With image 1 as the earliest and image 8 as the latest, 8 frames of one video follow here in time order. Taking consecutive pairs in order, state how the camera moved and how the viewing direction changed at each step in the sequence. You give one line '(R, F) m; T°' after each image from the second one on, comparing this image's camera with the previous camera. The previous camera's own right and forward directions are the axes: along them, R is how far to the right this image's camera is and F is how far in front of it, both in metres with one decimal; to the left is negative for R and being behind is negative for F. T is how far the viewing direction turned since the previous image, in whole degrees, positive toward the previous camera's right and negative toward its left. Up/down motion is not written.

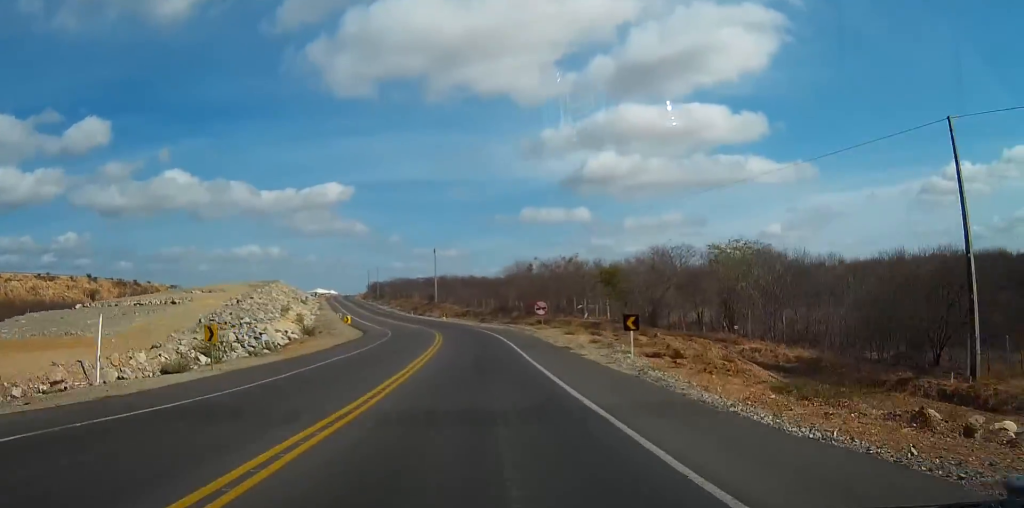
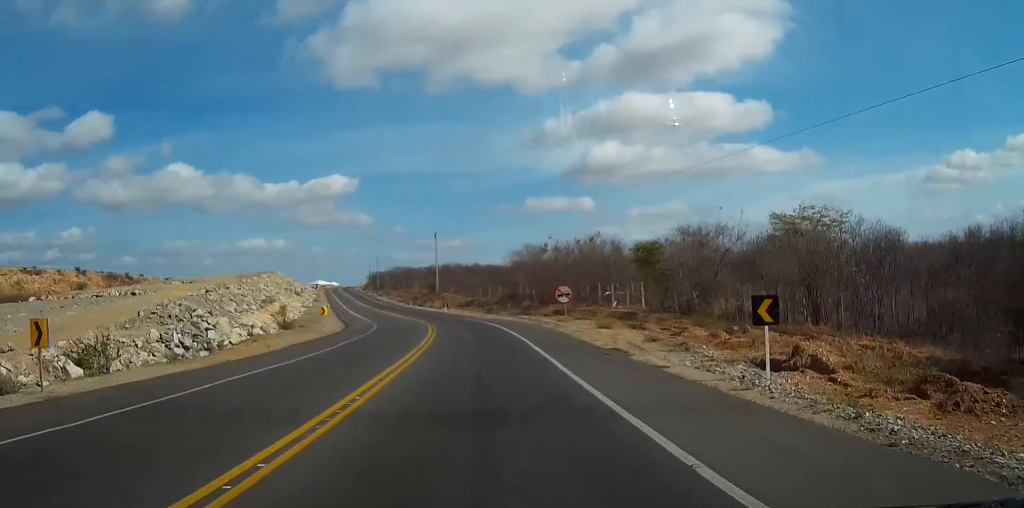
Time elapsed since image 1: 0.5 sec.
(0.0, +11.1) m; 0°
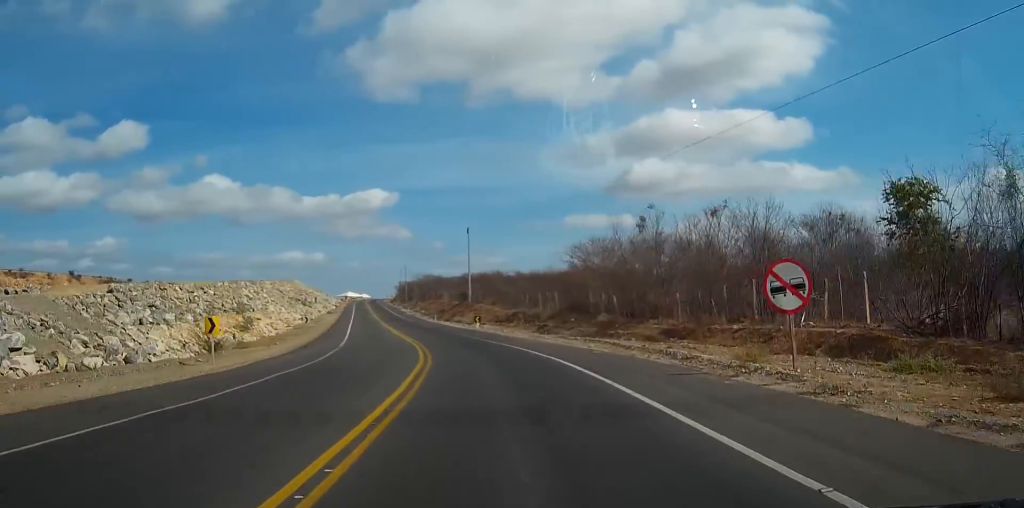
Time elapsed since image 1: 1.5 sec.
(0.0, +25.9) m; 0°
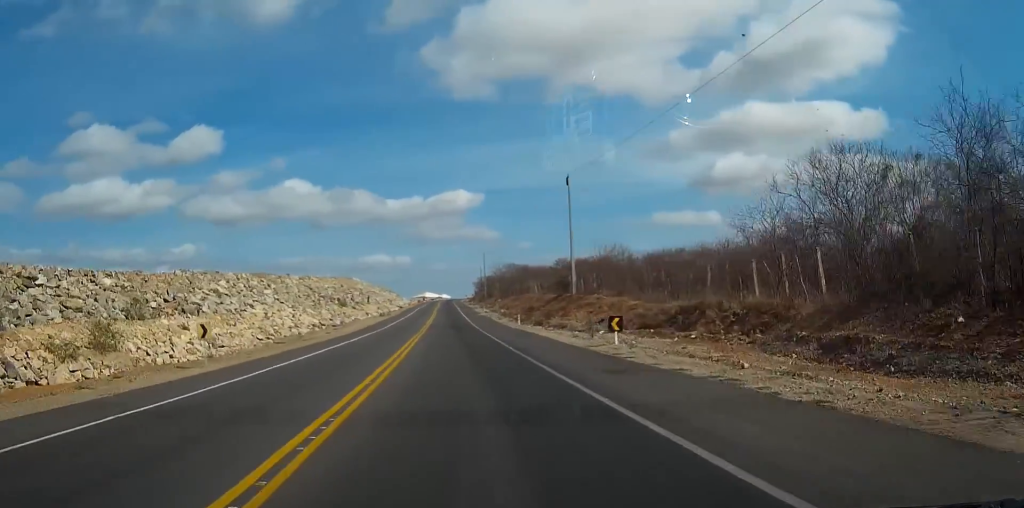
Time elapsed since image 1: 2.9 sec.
(-1.1, +35.1) m; -6°
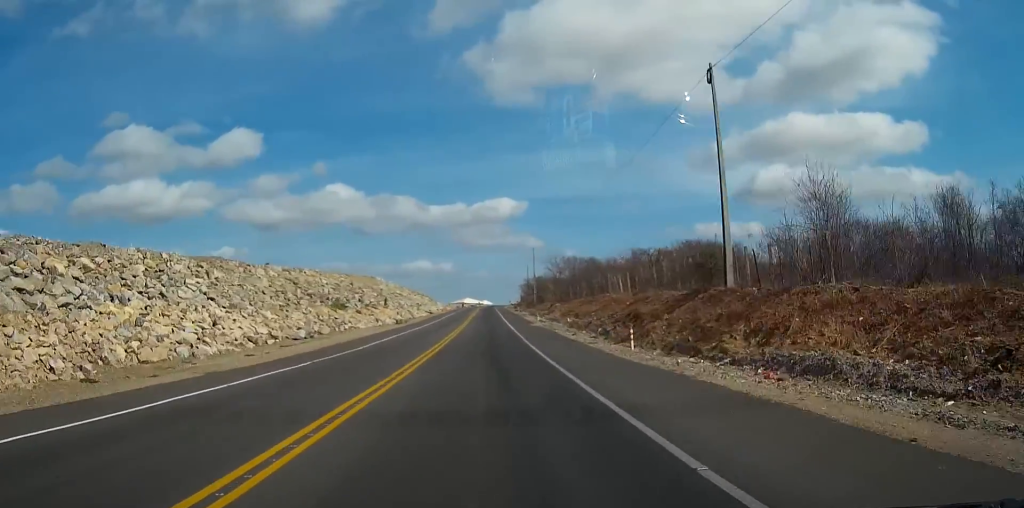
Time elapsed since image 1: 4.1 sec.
(-1.6, +29.3) m; -5°
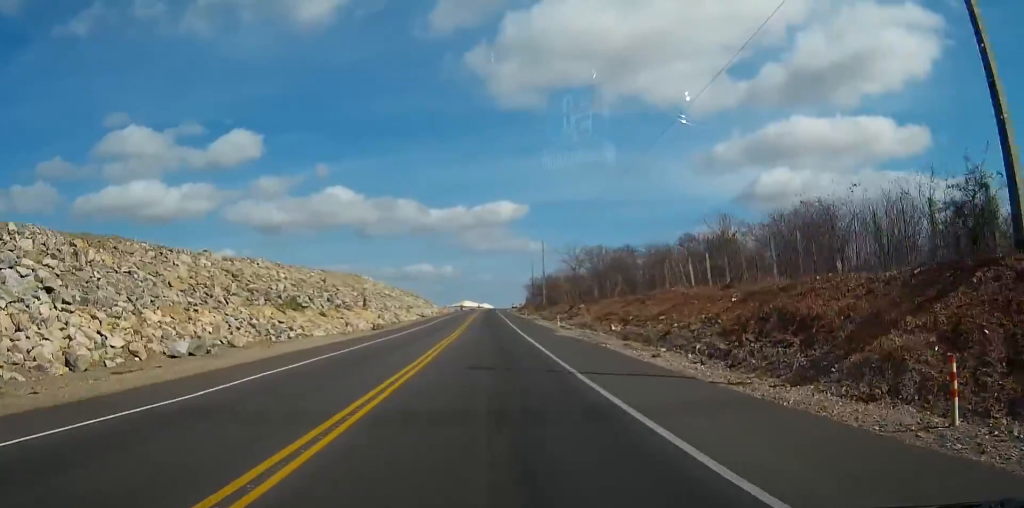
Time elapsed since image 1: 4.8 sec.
(-0.4, +18.5) m; -1°
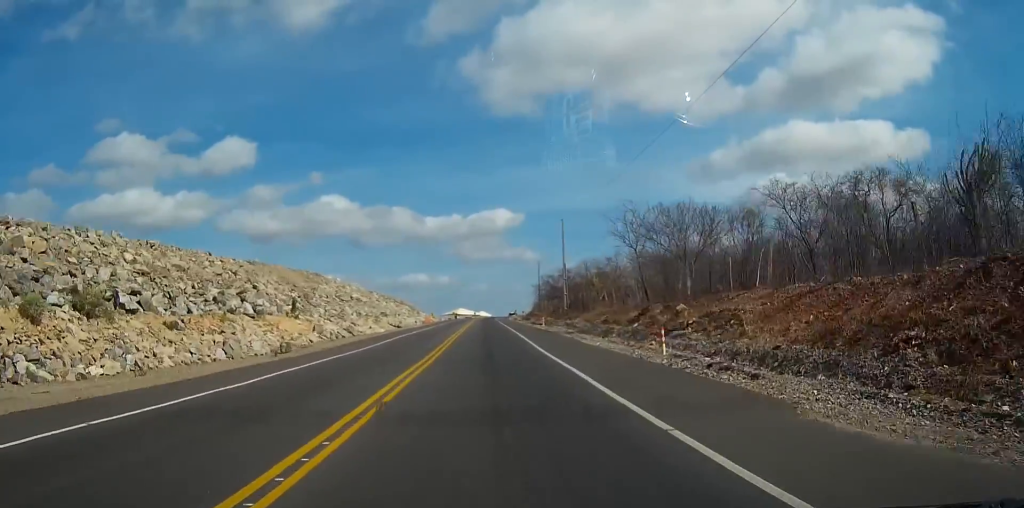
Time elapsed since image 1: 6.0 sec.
(-0.1, +30.4) m; 0°
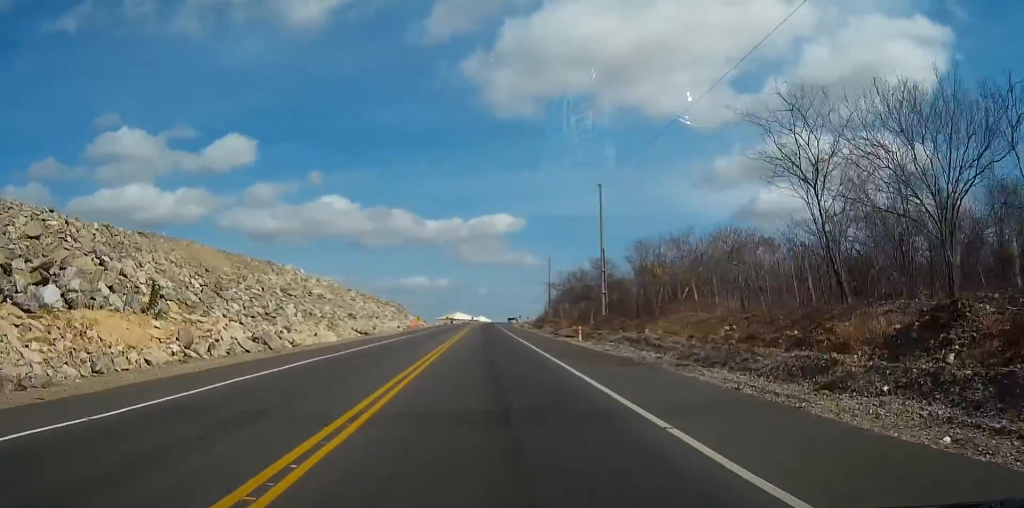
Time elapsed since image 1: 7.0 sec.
(+0.1, +23.8) m; 0°
